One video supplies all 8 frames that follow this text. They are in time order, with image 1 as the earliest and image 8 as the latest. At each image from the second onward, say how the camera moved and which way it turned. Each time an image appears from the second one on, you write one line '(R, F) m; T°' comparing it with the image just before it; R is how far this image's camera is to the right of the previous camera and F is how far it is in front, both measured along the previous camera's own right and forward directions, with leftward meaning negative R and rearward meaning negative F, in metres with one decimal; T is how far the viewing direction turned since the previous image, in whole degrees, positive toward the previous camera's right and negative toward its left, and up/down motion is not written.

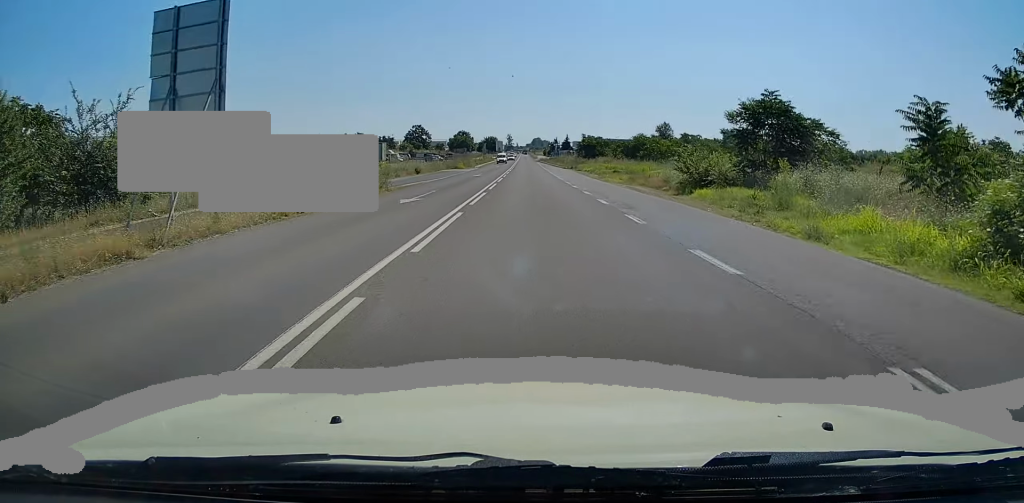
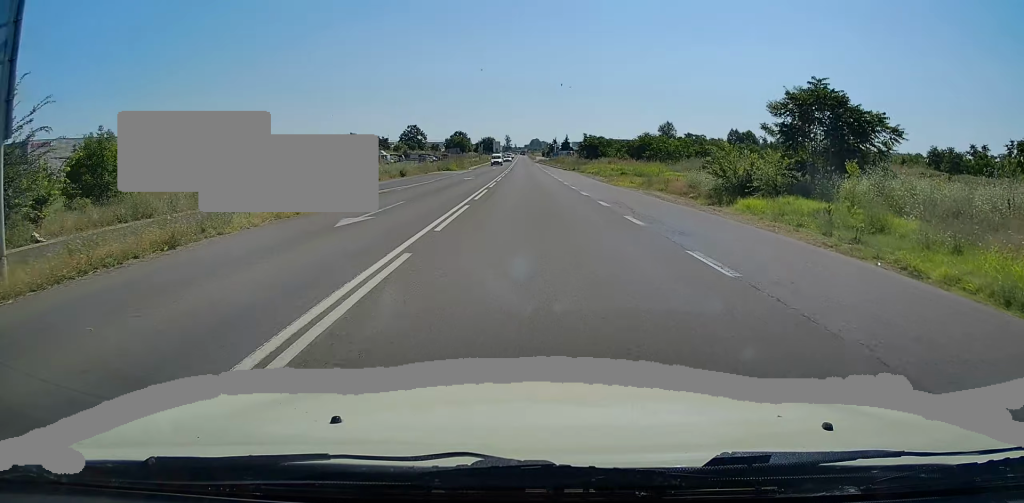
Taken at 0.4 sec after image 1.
(-0.1, +6.3) m; +1°
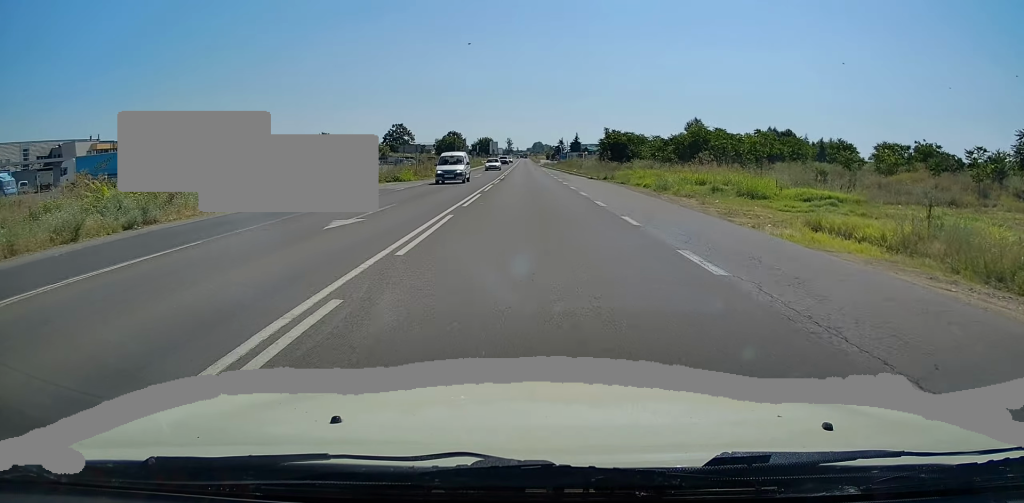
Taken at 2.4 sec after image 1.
(0.0, +29.6) m; -1°
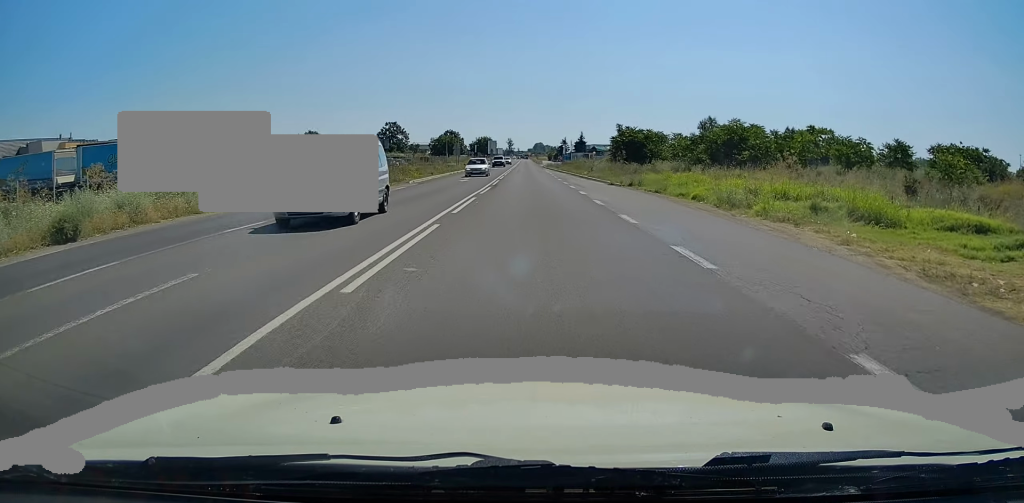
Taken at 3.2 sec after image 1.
(0.0, +11.4) m; +1°
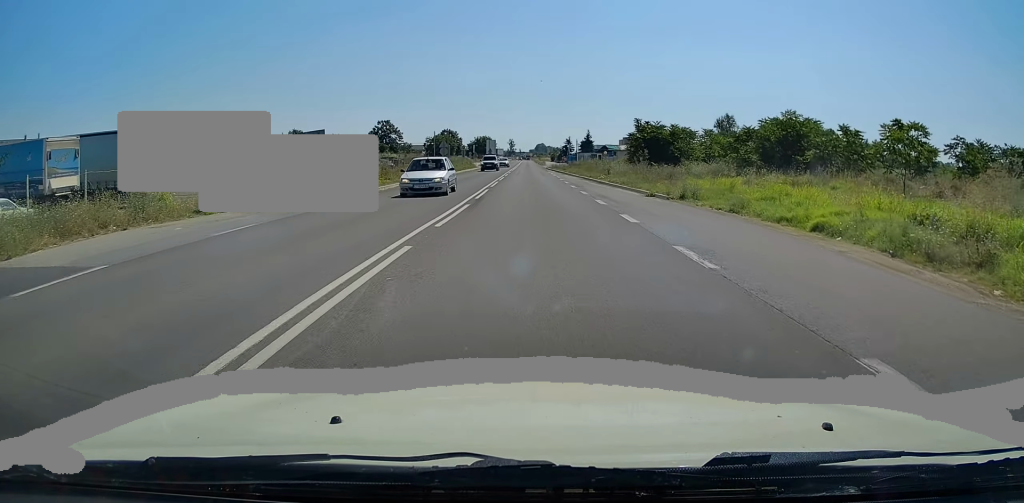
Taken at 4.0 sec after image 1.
(+0.2, +11.9) m; +1°
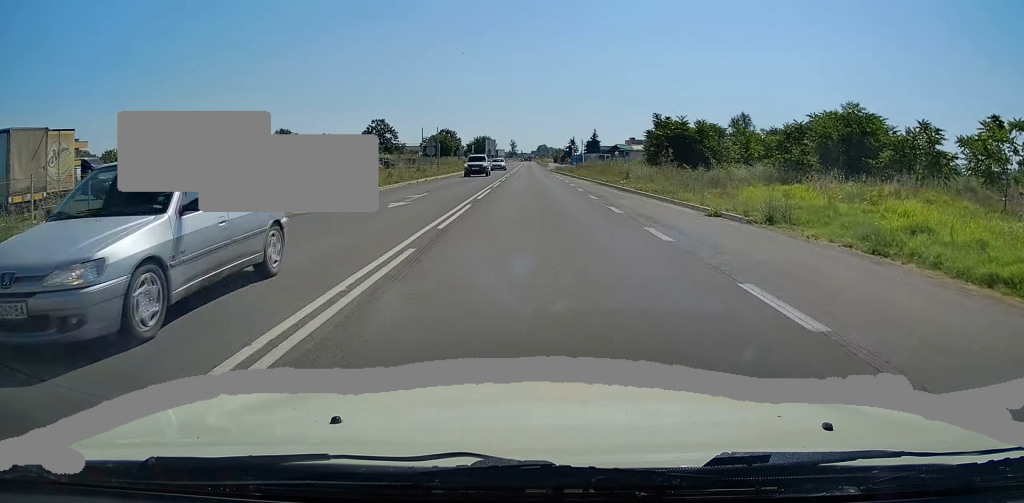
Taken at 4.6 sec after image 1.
(+0.2, +9.0) m; 0°
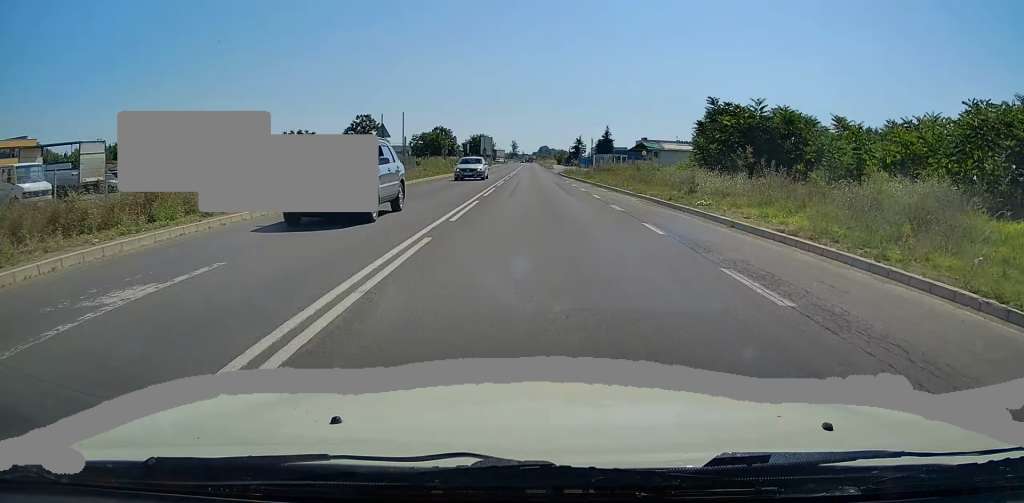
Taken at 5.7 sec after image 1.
(-0.4, +17.1) m; -1°
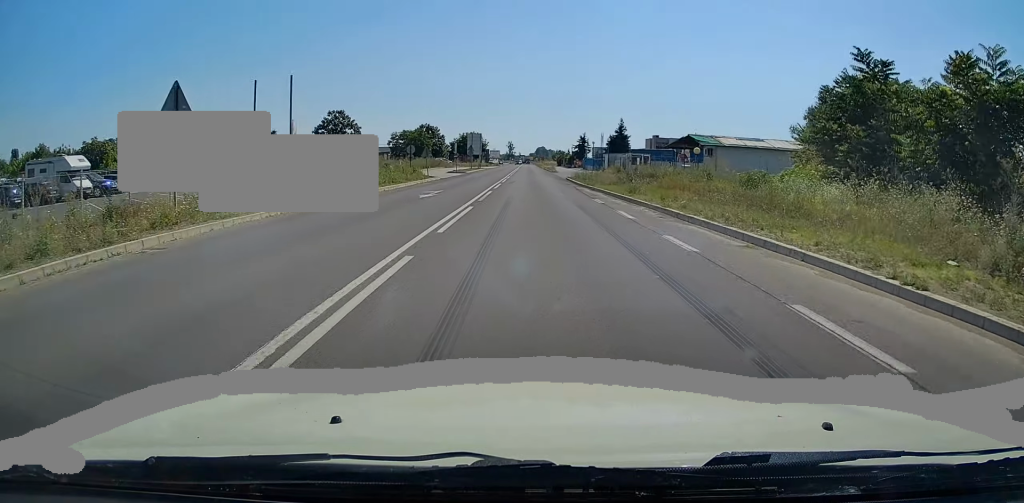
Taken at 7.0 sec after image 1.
(0.0, +19.7) m; 0°
